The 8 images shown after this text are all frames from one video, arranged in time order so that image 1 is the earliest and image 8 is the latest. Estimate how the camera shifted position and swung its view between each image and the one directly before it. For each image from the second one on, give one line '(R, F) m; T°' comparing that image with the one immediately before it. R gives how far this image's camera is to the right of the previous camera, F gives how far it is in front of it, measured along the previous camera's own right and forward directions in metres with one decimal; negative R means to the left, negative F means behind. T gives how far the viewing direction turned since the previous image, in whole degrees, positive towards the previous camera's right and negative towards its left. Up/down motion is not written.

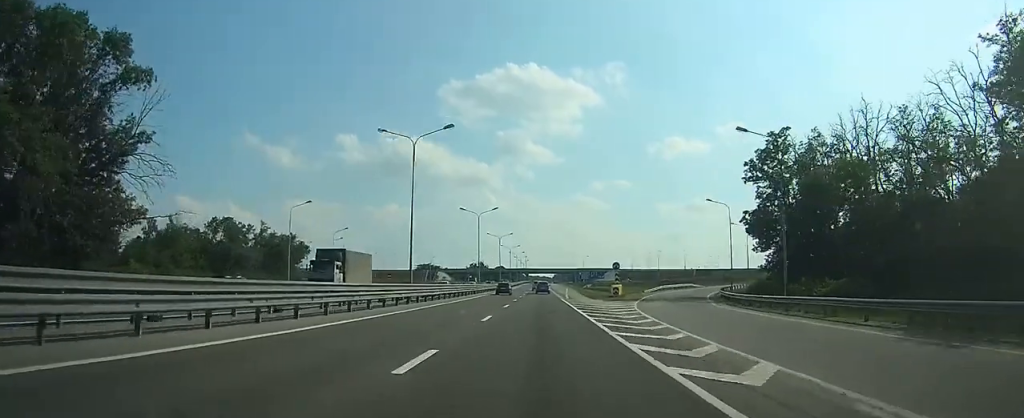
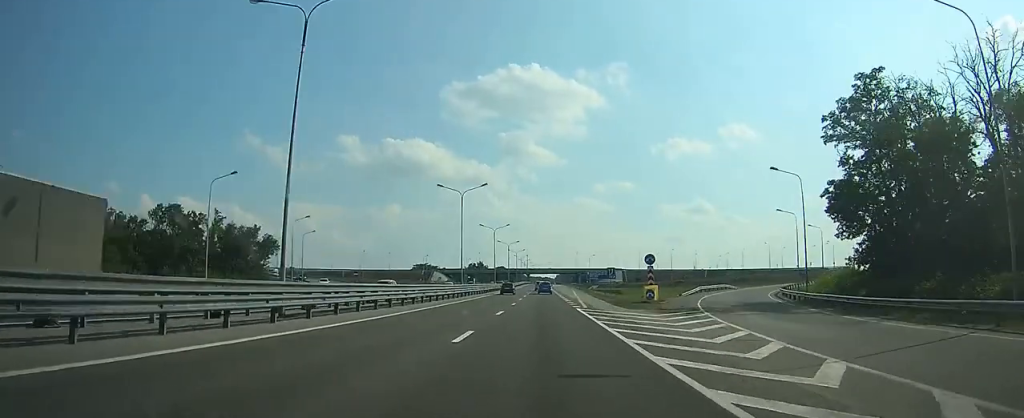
(0.0, +19.4) m; 0°
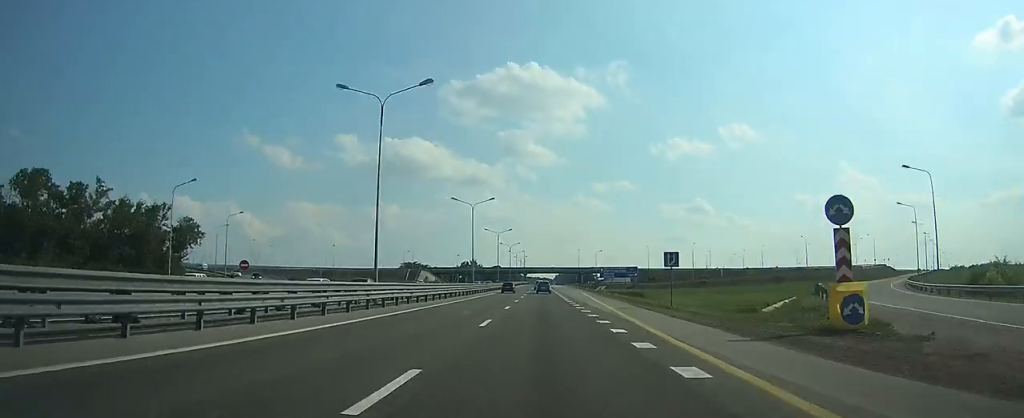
(-0.1, +31.4) m; 0°
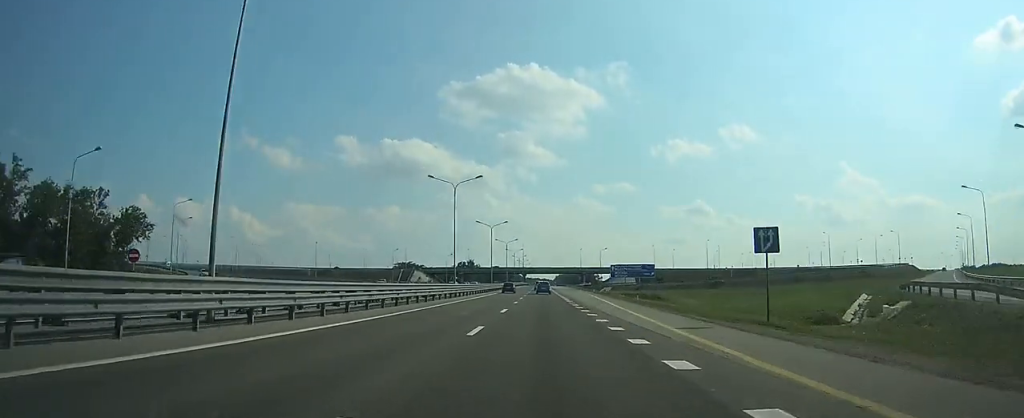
(0.0, +15.3) m; 0°
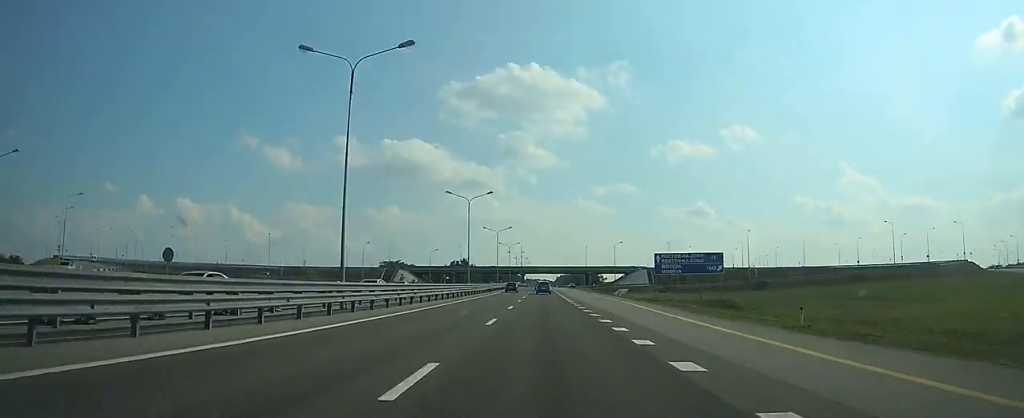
(-0.1, +32.4) m; 0°
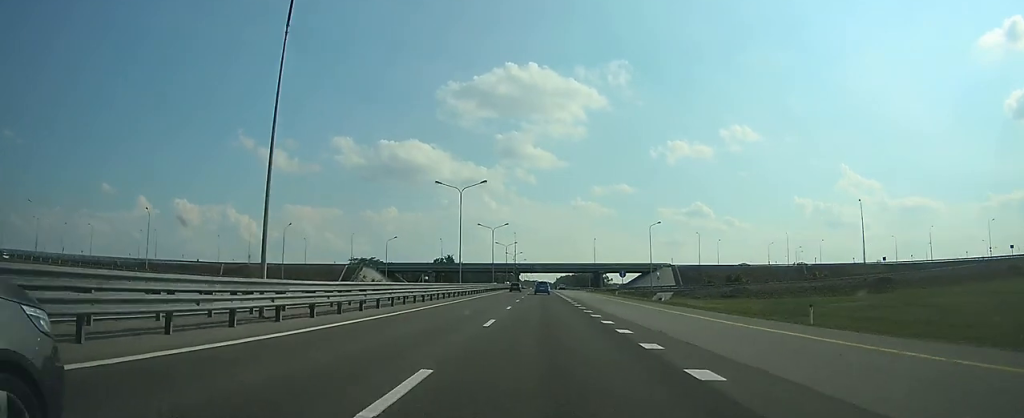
(0.0, +49.5) m; 0°
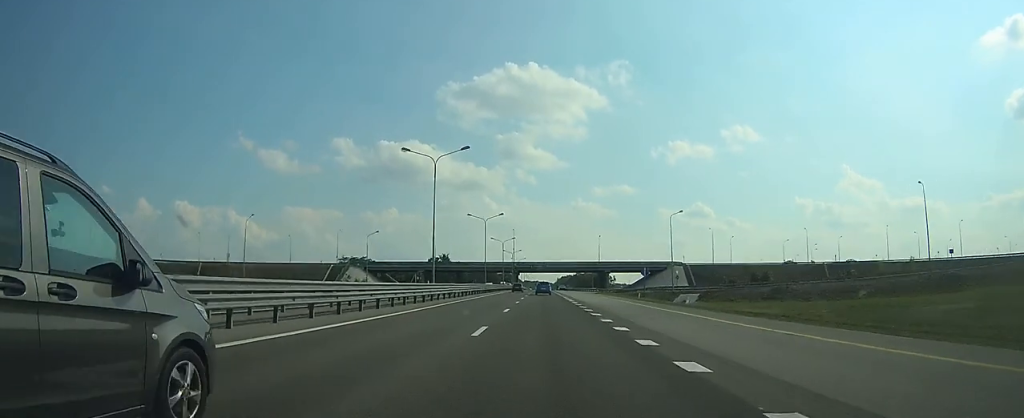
(0.0, +15.3) m; 0°
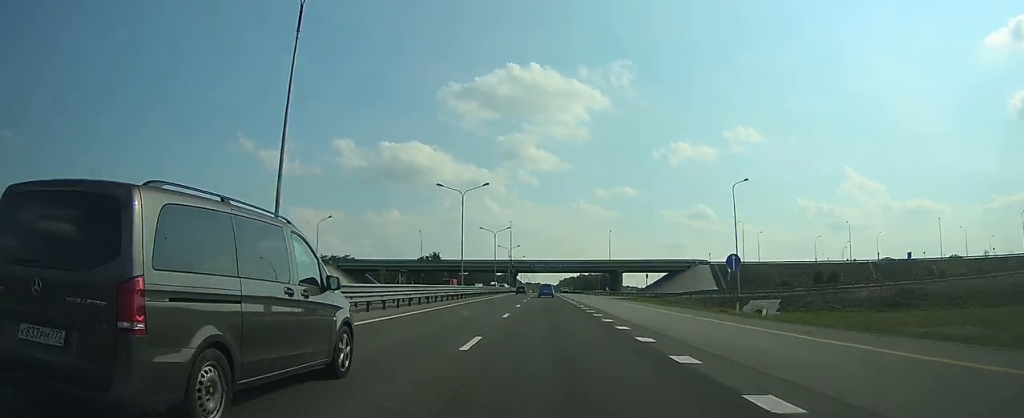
(+0.1, +27.2) m; 0°
